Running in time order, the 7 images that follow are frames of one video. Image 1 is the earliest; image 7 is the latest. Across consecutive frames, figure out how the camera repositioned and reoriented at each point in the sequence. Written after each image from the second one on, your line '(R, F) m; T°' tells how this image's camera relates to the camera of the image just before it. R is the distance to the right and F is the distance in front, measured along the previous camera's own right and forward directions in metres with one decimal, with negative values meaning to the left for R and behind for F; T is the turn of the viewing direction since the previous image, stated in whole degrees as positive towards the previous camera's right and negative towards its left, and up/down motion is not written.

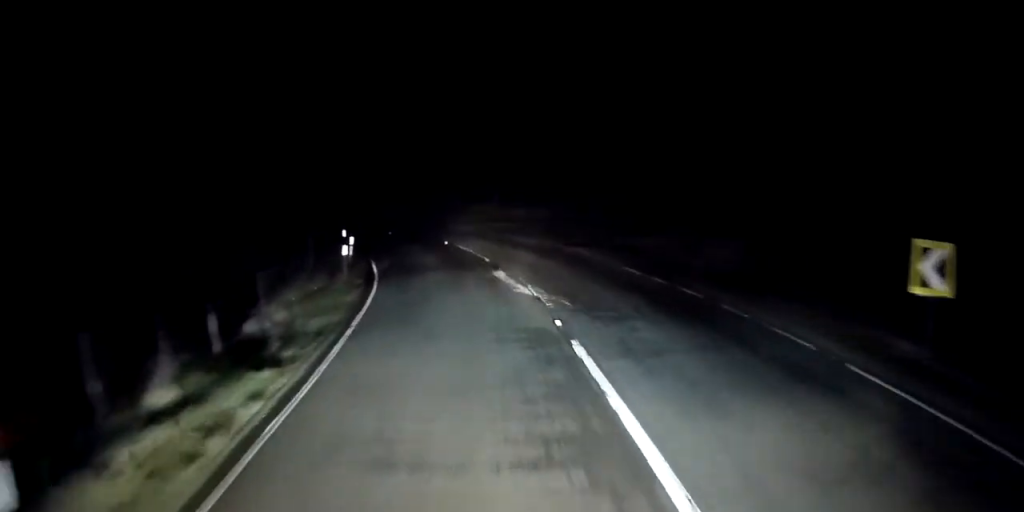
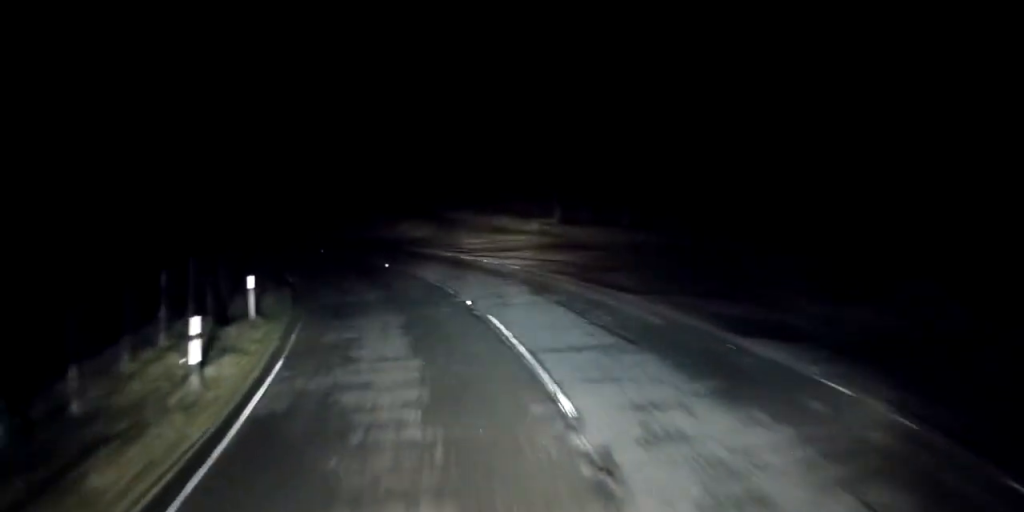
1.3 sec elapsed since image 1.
(-1.3, +13.8) m; -12°
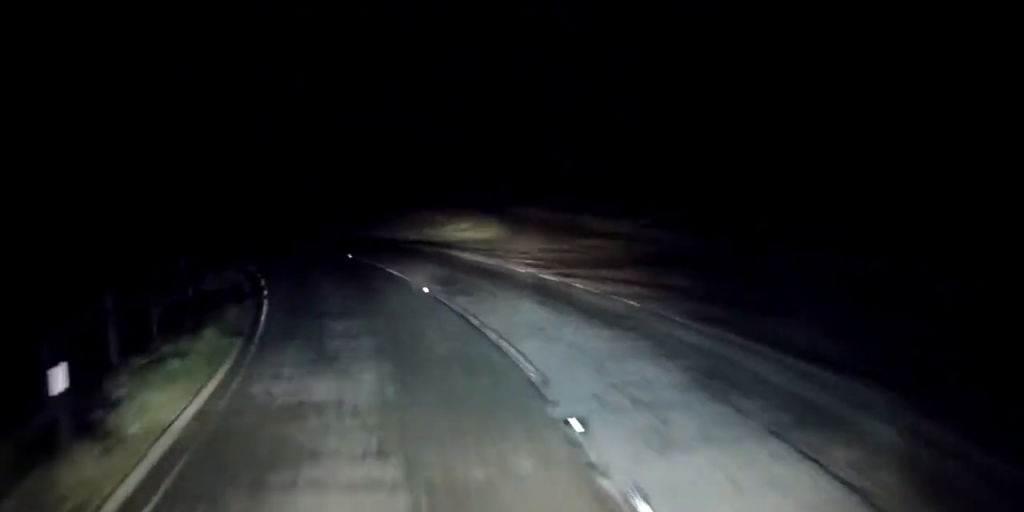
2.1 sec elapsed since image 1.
(-0.5, +7.9) m; -9°
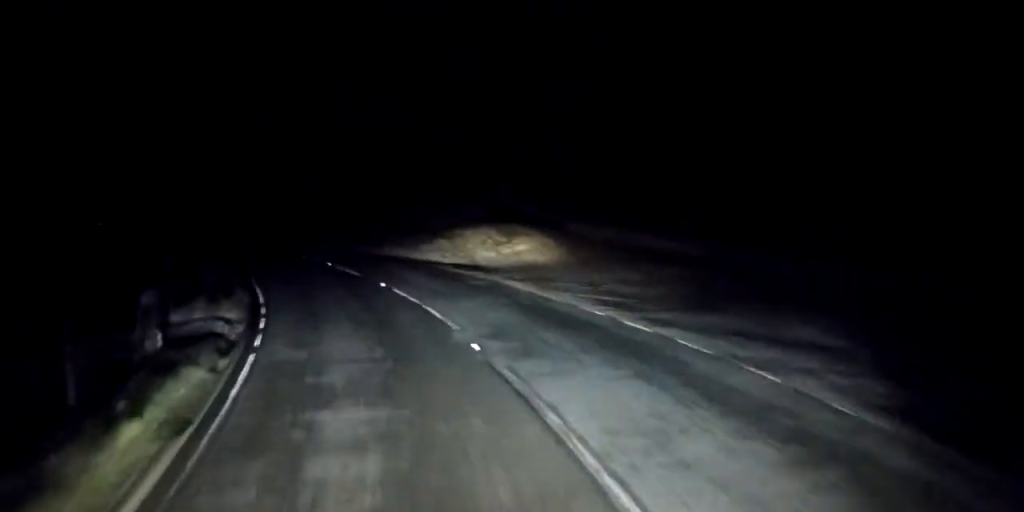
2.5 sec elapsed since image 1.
(-0.4, +4.1) m; -3°
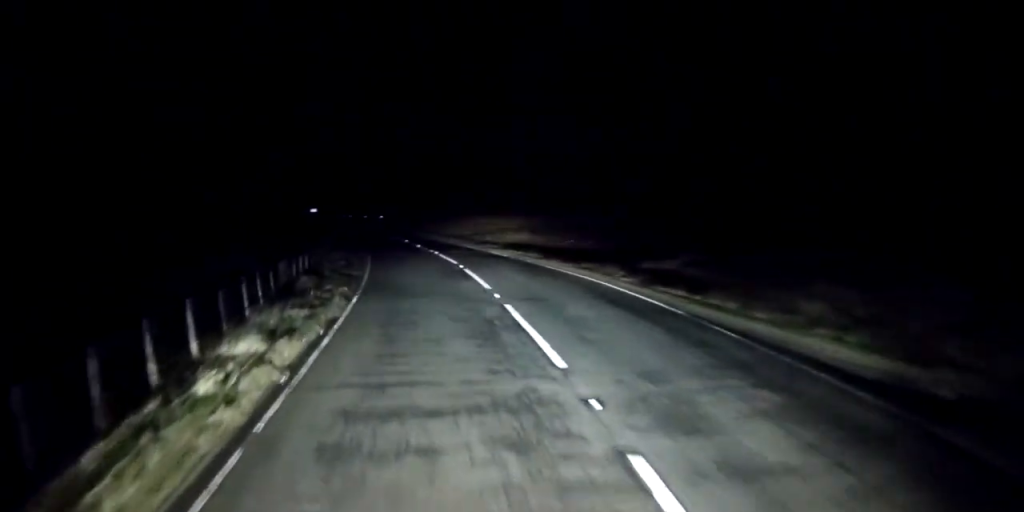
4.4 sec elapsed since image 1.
(-2.2, +20.5) m; -11°
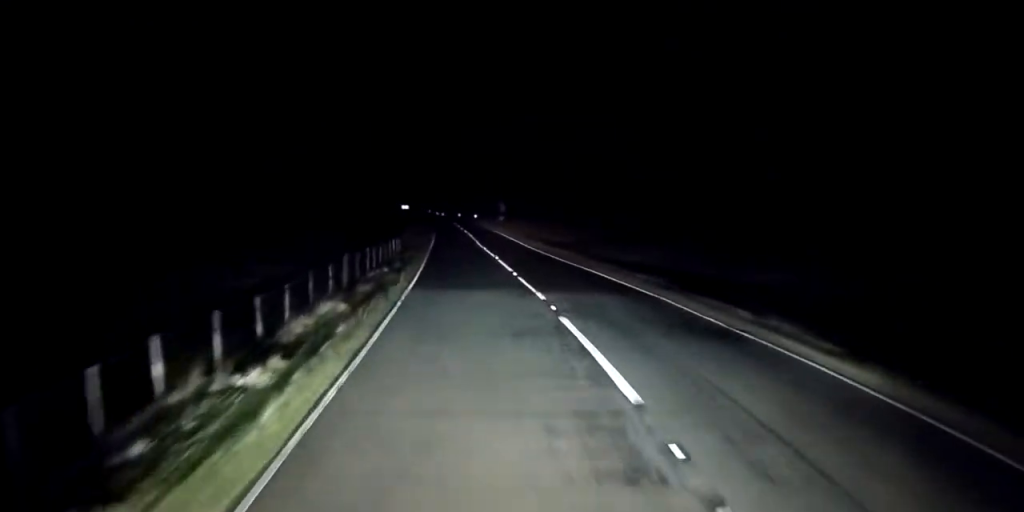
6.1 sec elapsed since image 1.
(-1.2, +20.1) m; -6°
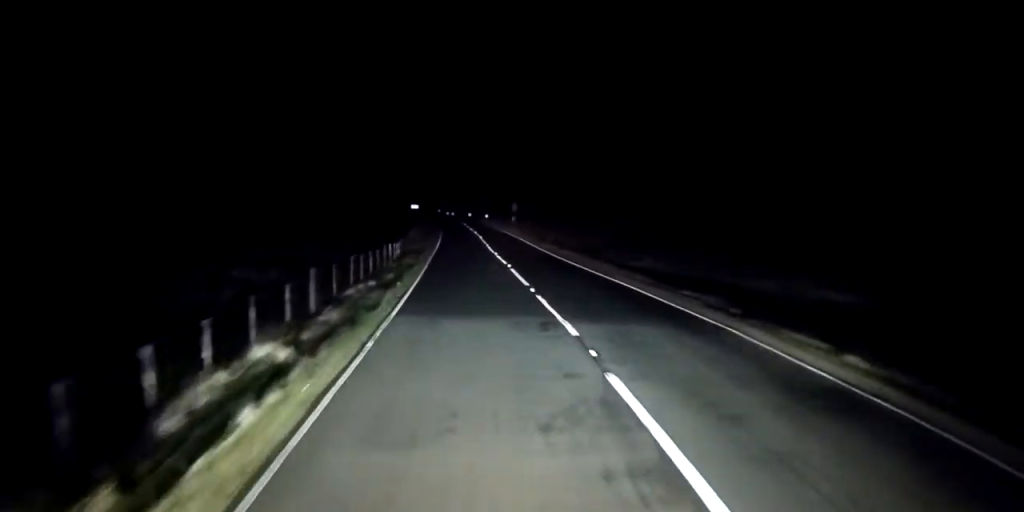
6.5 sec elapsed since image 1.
(-0.1, +5.0) m; -1°
